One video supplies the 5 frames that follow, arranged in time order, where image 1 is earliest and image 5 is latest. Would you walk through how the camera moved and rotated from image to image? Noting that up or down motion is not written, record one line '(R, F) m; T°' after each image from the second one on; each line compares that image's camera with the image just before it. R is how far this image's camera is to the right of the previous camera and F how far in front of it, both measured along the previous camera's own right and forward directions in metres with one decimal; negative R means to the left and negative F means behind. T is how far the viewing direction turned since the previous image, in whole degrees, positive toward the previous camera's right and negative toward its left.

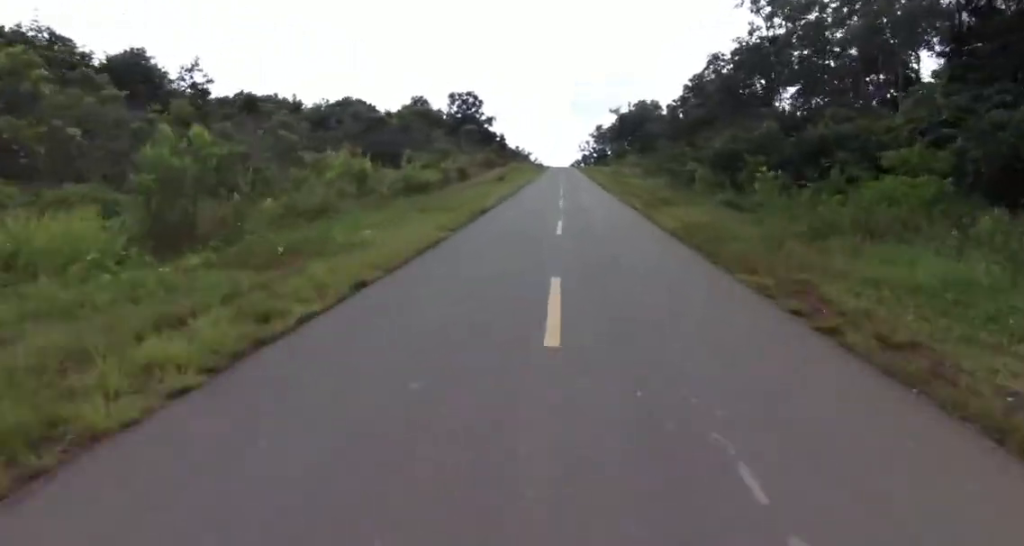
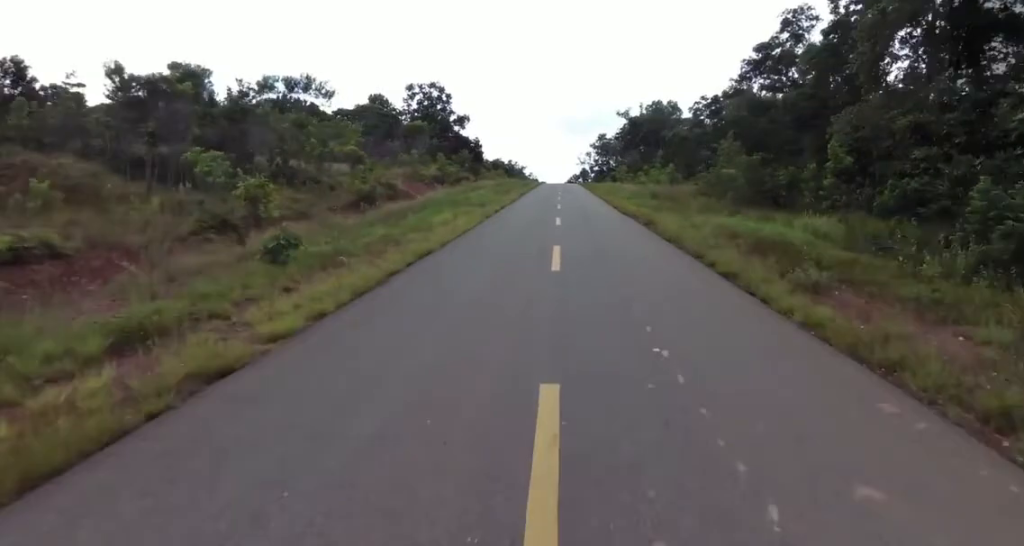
(0.0, +37.3) m; 0°
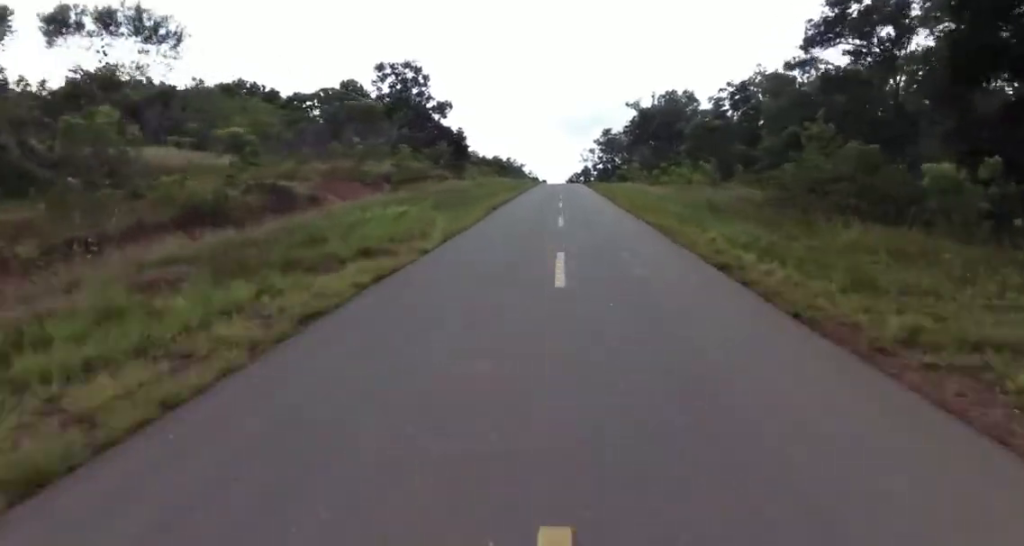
(0.0, +18.4) m; -1°
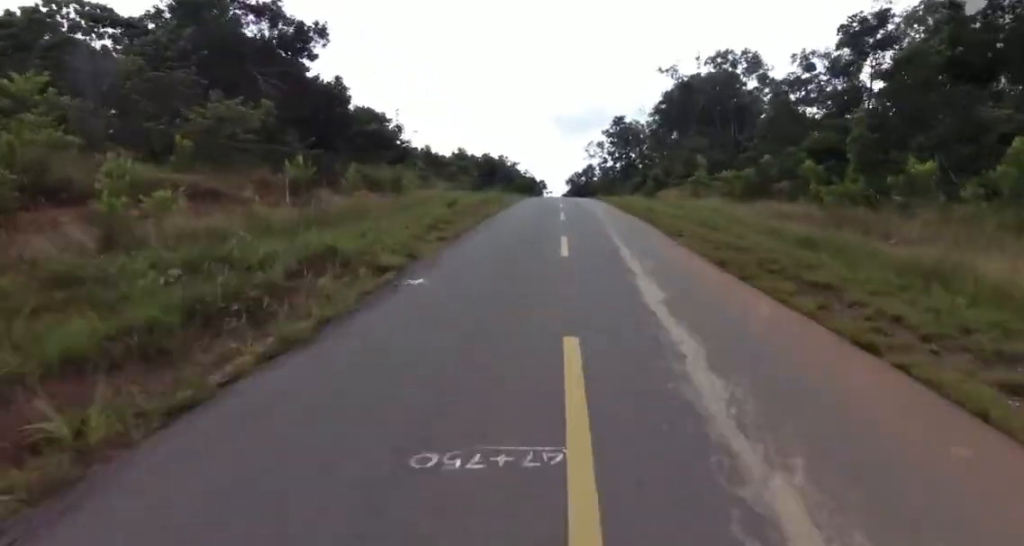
(-1.1, +46.0) m; -1°
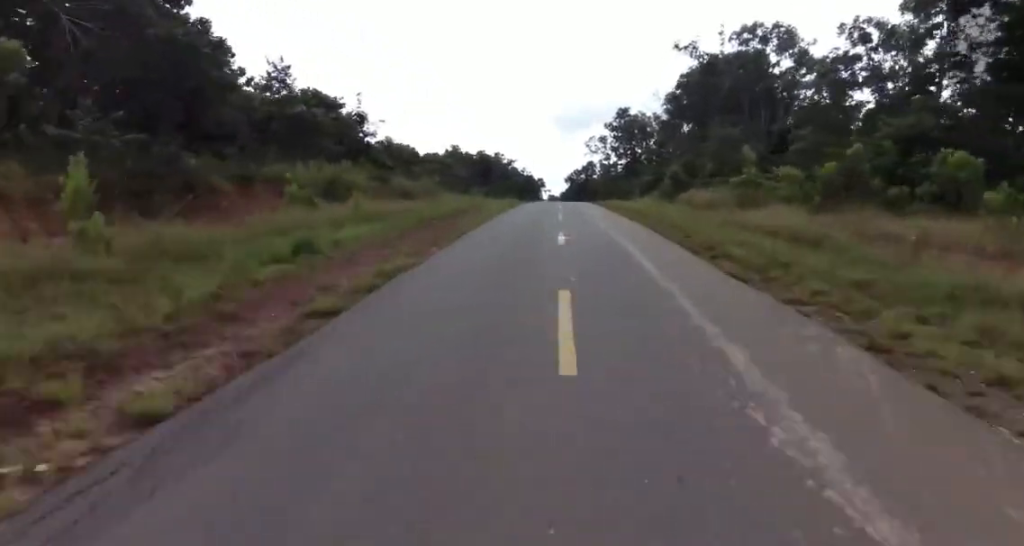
(+0.5, +14.2) m; 0°
